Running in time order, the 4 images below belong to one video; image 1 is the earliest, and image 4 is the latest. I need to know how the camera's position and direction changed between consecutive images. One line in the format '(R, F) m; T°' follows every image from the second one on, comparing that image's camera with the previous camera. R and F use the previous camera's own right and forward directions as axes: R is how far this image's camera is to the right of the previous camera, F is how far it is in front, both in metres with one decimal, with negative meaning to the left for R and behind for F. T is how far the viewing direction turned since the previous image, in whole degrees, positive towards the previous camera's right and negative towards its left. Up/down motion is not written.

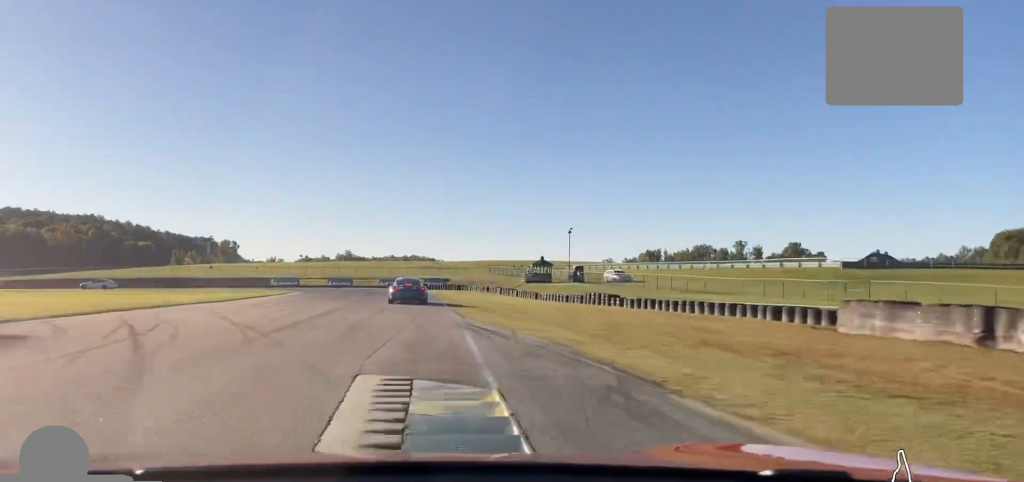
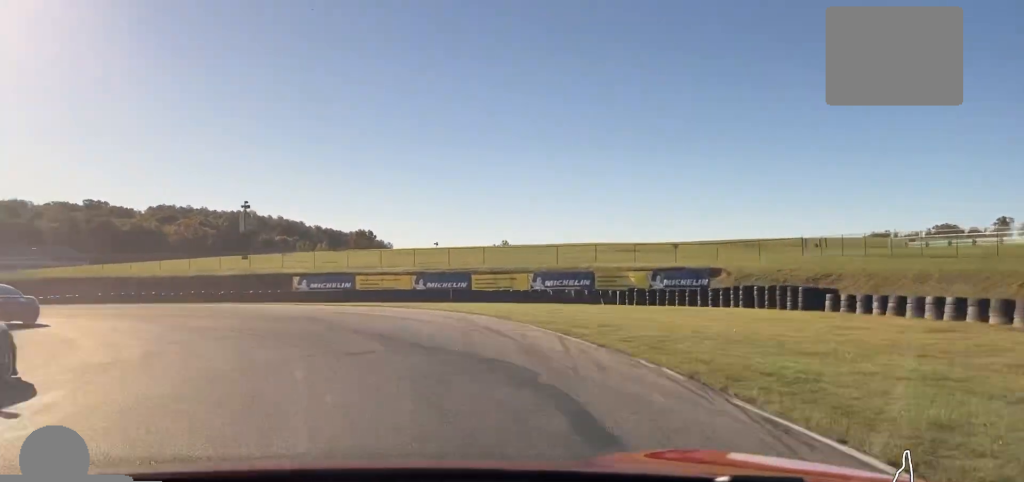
(-4.4, +88.1) m; -13°
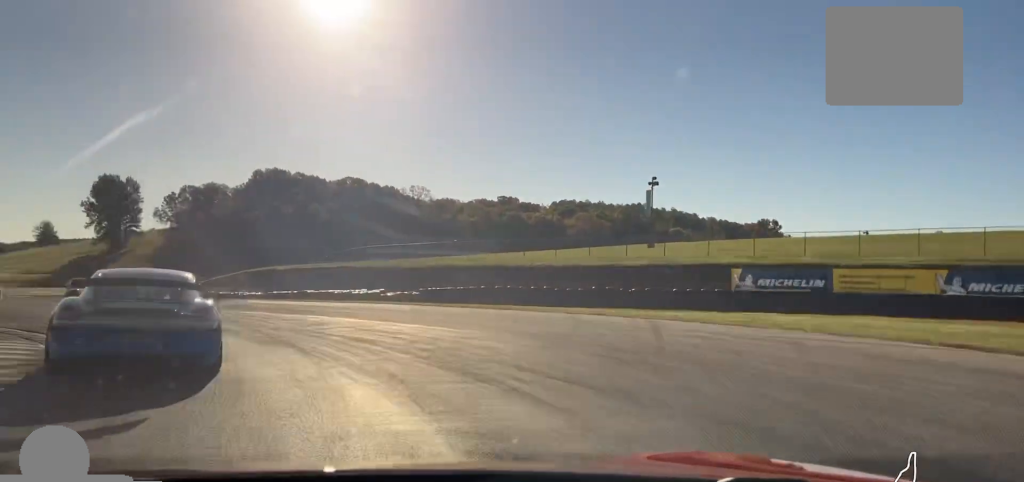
(-2.5, +26.0) m; -20°
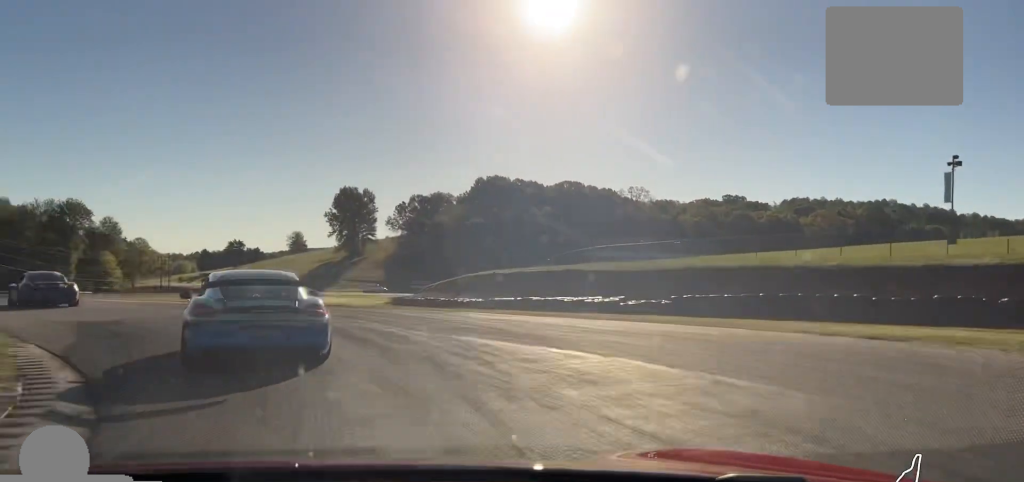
(-2.1, +10.6) m; -18°
